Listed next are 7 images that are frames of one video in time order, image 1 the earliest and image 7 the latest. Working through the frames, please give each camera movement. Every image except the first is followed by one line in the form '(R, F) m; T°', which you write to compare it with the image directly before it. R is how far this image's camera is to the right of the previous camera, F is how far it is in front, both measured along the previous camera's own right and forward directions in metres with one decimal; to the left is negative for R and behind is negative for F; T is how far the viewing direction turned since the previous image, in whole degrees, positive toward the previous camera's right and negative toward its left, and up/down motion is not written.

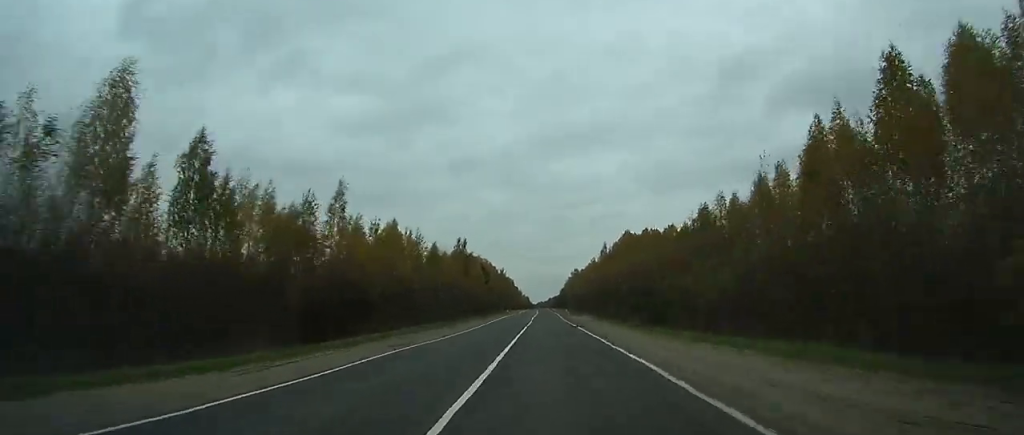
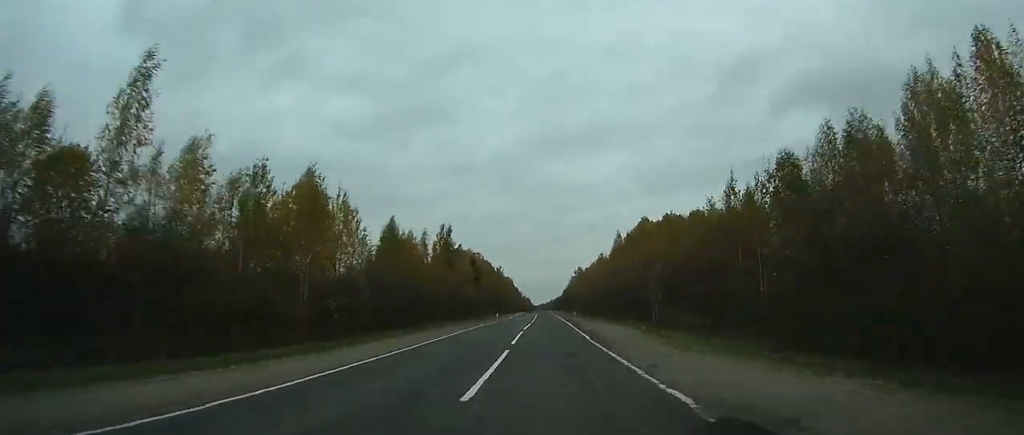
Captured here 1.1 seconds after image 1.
(+0.1, +28.7) m; 0°
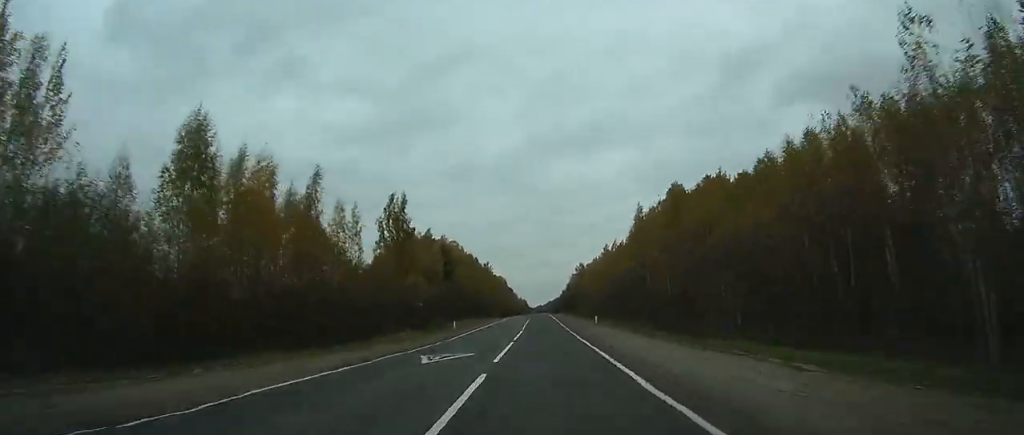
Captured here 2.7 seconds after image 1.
(+0.1, +42.5) m; 0°
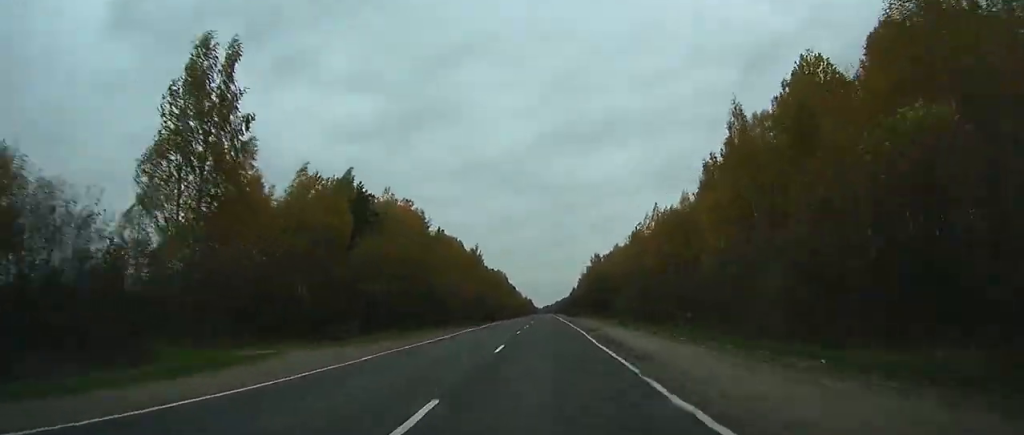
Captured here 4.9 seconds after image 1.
(-0.2, +59.5) m; 0°
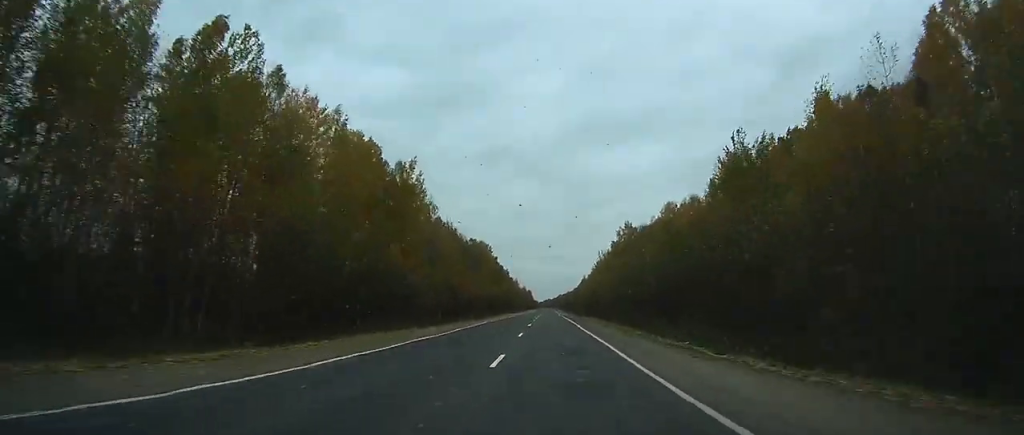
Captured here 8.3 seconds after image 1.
(0.0, +88.2) m; 0°
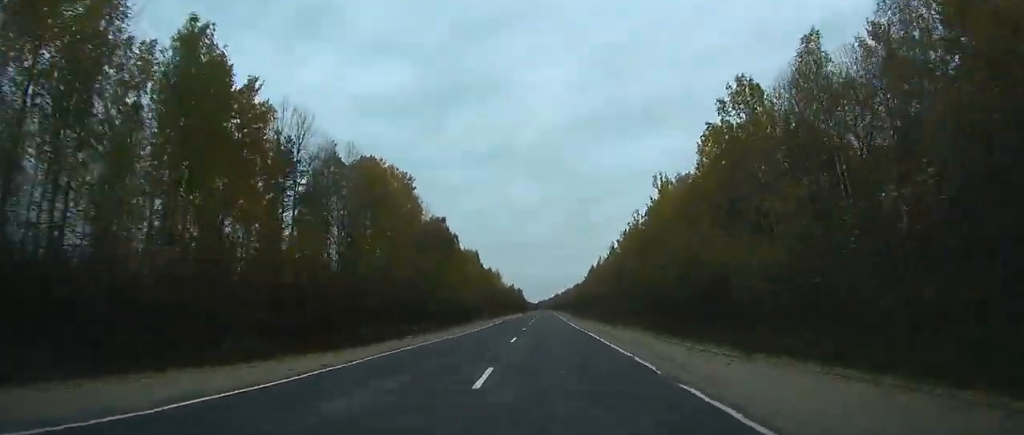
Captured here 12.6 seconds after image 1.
(+0.3, +108.7) m; 0°
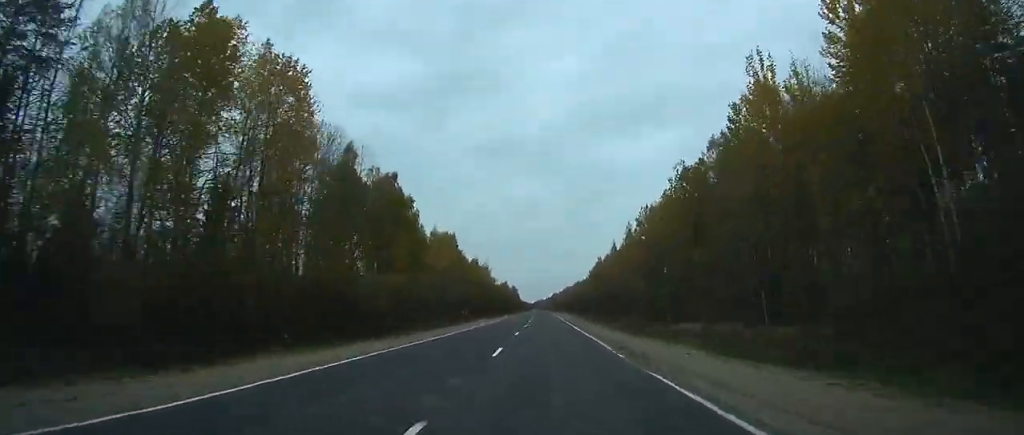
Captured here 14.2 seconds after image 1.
(+0.1, +43.7) m; 0°
